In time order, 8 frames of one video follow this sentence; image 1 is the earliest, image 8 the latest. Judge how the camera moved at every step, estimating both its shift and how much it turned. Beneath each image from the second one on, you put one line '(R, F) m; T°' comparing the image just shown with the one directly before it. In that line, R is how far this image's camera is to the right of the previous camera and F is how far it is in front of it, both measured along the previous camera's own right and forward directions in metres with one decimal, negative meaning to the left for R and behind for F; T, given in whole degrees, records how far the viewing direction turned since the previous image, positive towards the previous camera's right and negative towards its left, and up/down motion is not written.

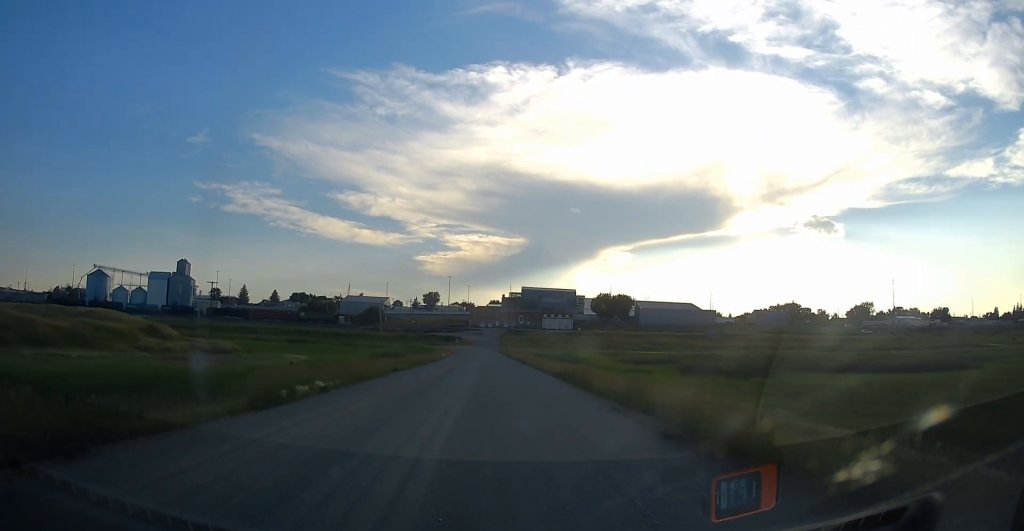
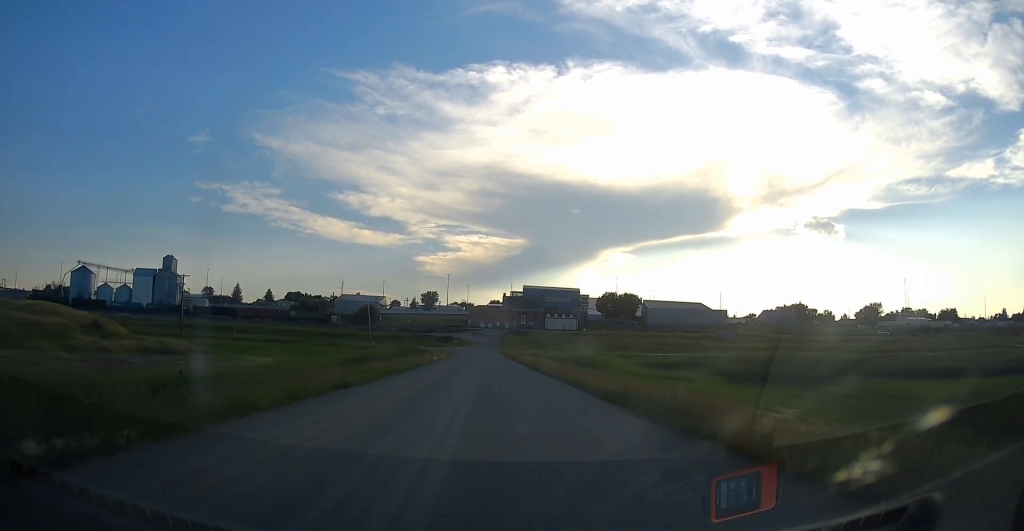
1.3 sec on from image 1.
(0.0, +13.7) m; 0°
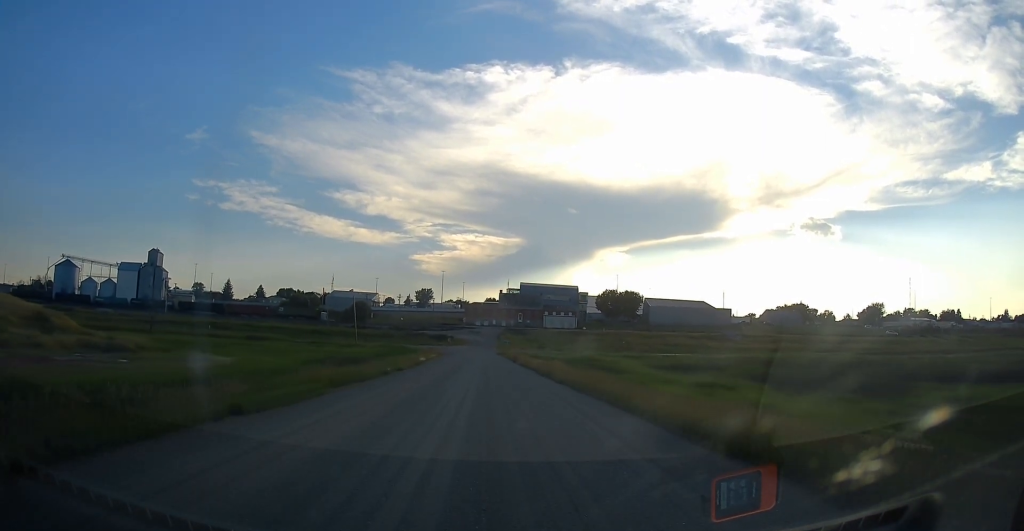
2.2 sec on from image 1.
(0.0, +9.9) m; 0°
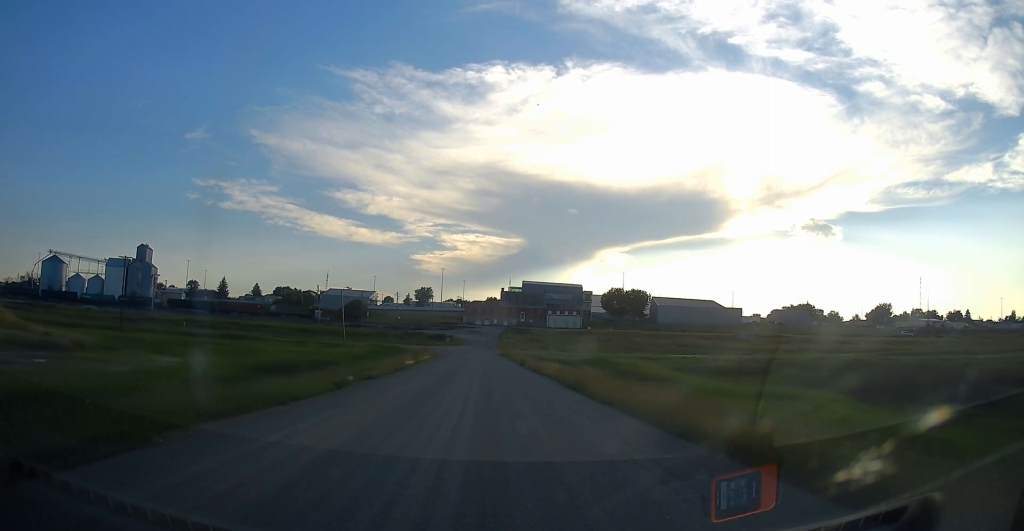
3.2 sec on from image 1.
(0.0, +10.4) m; 0°
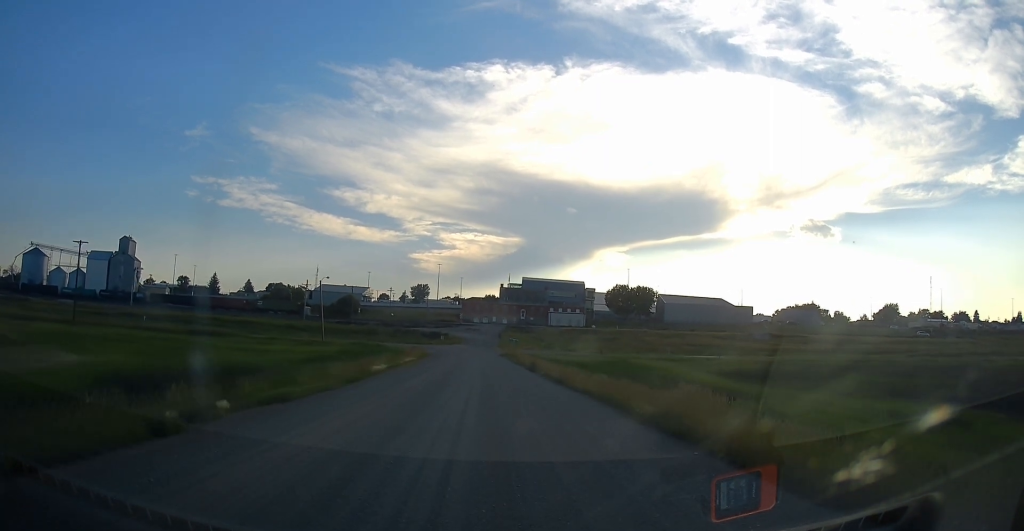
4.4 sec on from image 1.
(0.0, +12.4) m; 0°
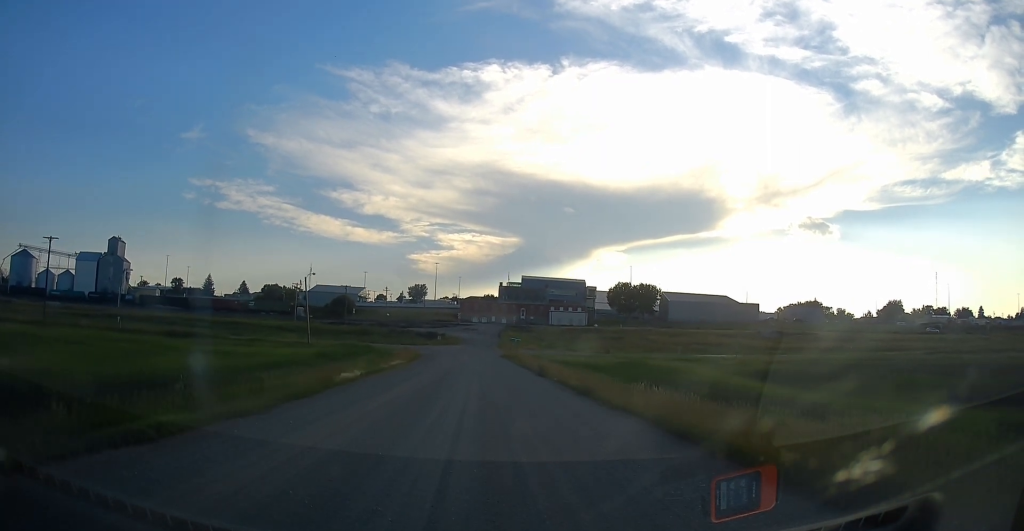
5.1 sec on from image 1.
(0.0, +6.9) m; +1°
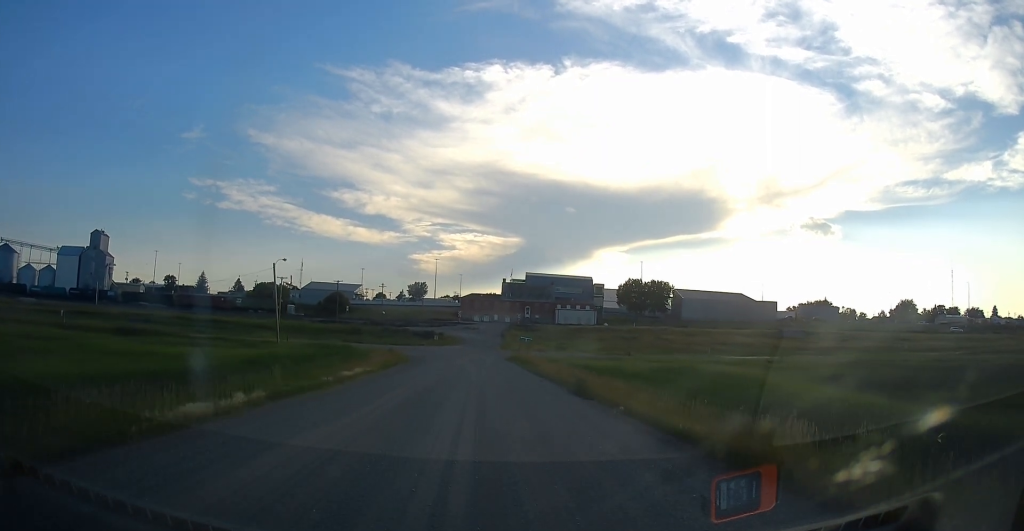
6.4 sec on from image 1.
(+0.4, +13.8) m; +2°
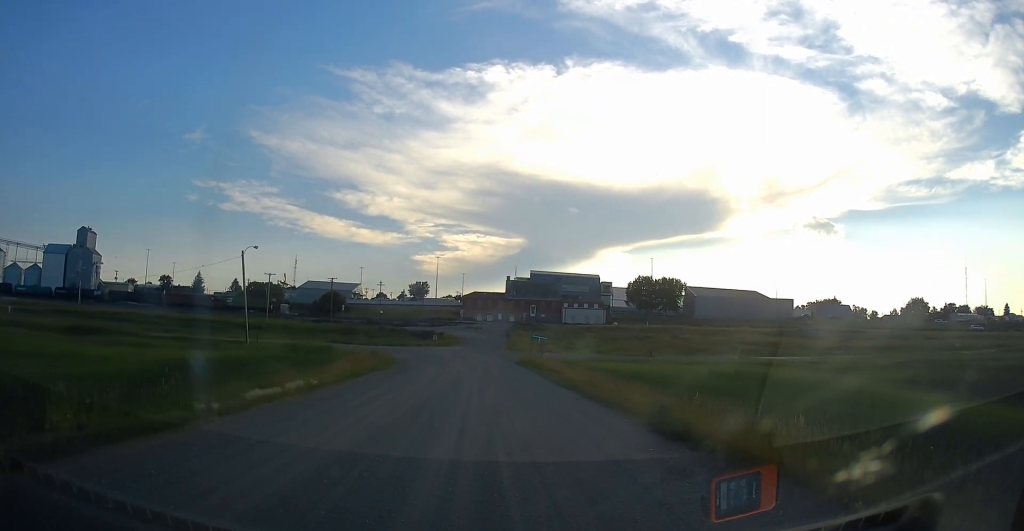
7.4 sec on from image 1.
(-0.2, +10.3) m; -2°
